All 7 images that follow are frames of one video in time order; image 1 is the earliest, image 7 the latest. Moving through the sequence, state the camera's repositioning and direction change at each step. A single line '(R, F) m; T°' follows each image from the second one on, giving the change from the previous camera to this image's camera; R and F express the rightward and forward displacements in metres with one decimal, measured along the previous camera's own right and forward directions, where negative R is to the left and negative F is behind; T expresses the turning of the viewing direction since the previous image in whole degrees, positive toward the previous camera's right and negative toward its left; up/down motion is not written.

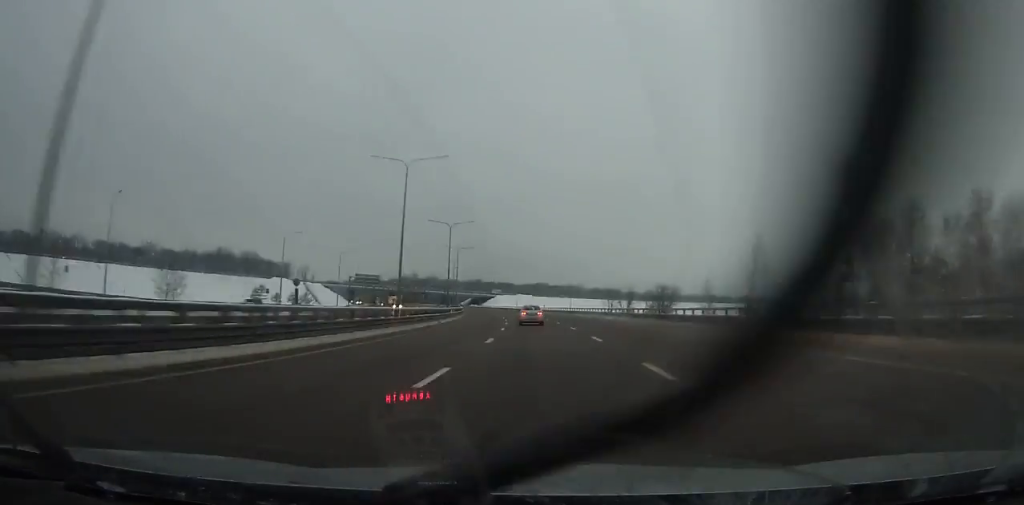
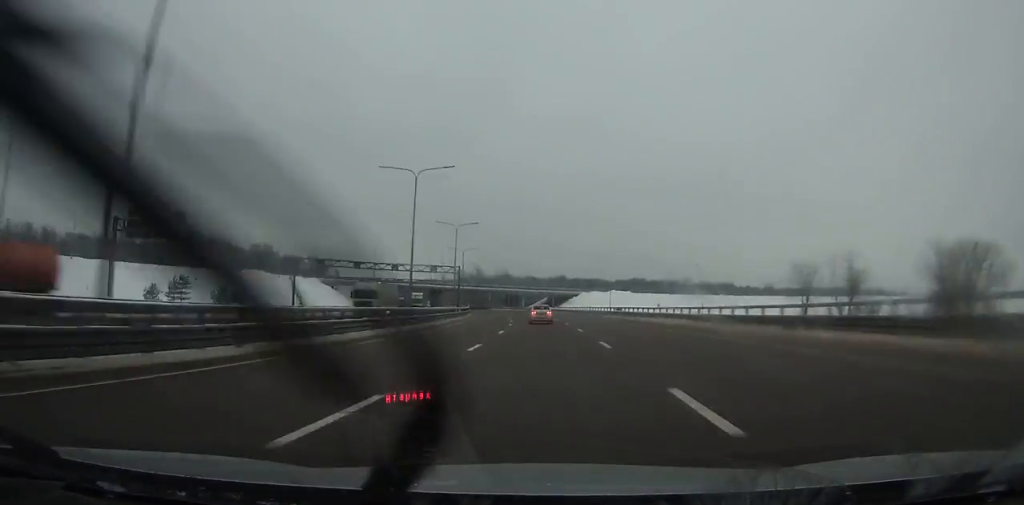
(-6.4, +88.4) m; -9°
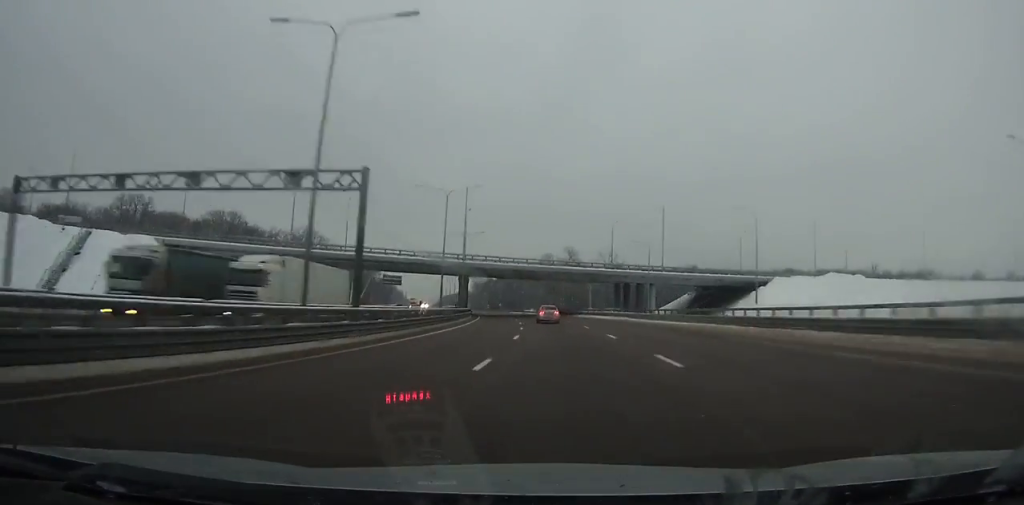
(-10.5, +110.7) m; -11°
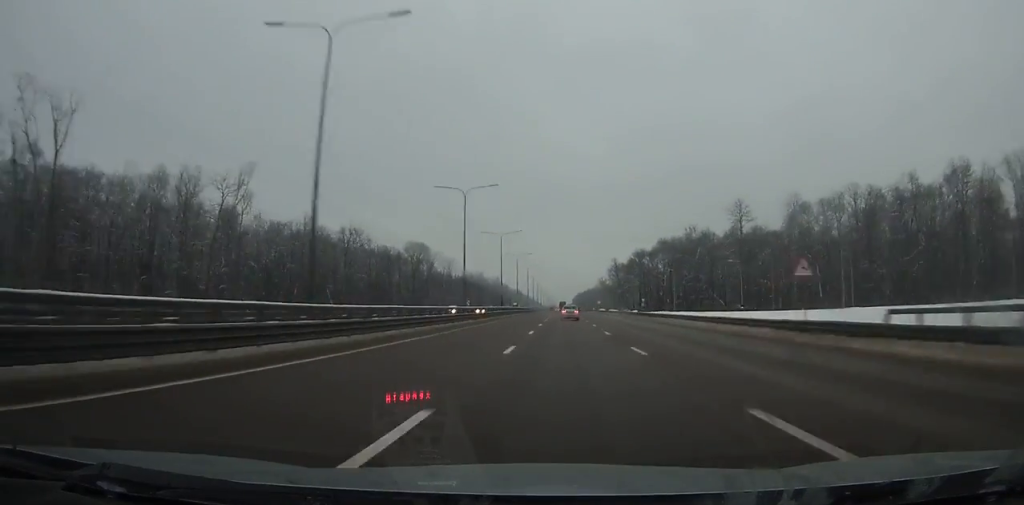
(-24.8, +180.6) m; -12°
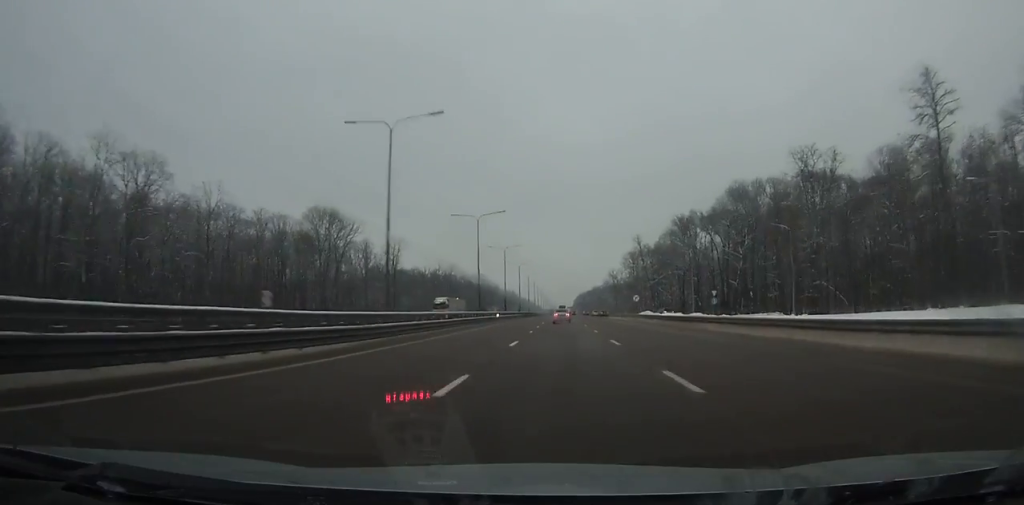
(-0.8, +76.9) m; 0°
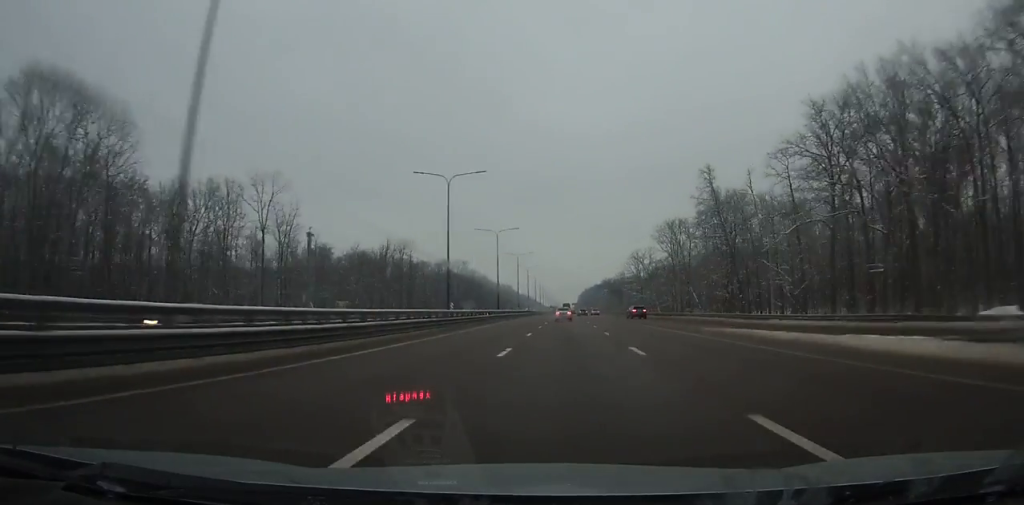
(+0.3, +74.6) m; 0°
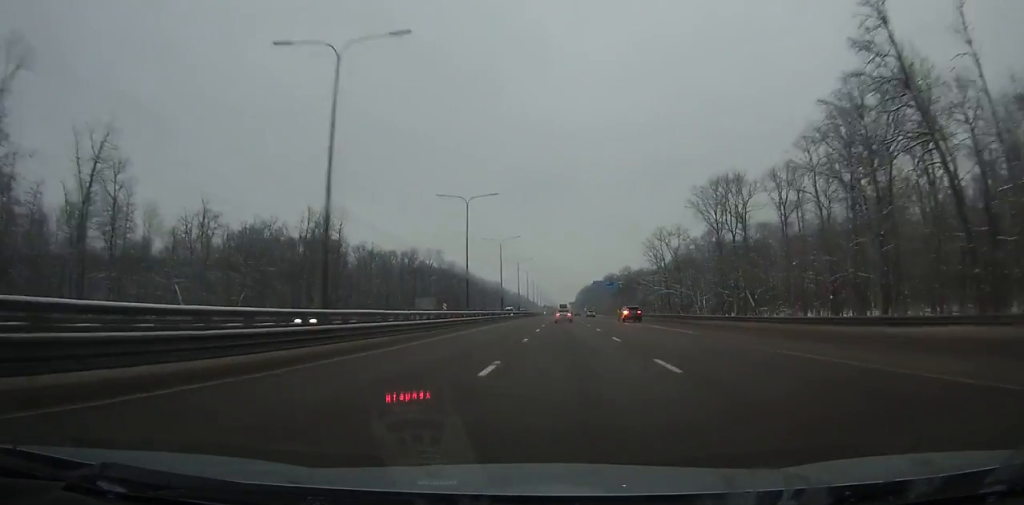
(0.0, +51.7) m; 0°
